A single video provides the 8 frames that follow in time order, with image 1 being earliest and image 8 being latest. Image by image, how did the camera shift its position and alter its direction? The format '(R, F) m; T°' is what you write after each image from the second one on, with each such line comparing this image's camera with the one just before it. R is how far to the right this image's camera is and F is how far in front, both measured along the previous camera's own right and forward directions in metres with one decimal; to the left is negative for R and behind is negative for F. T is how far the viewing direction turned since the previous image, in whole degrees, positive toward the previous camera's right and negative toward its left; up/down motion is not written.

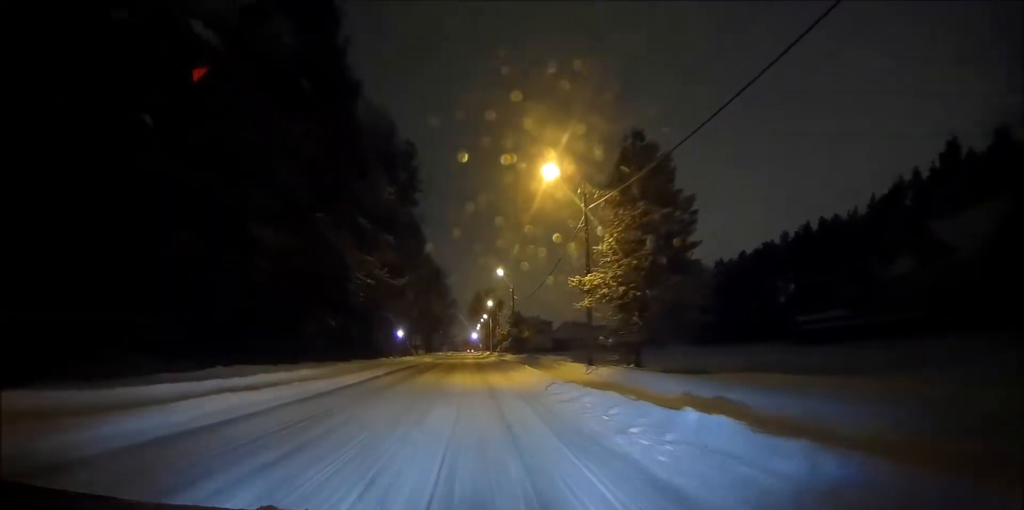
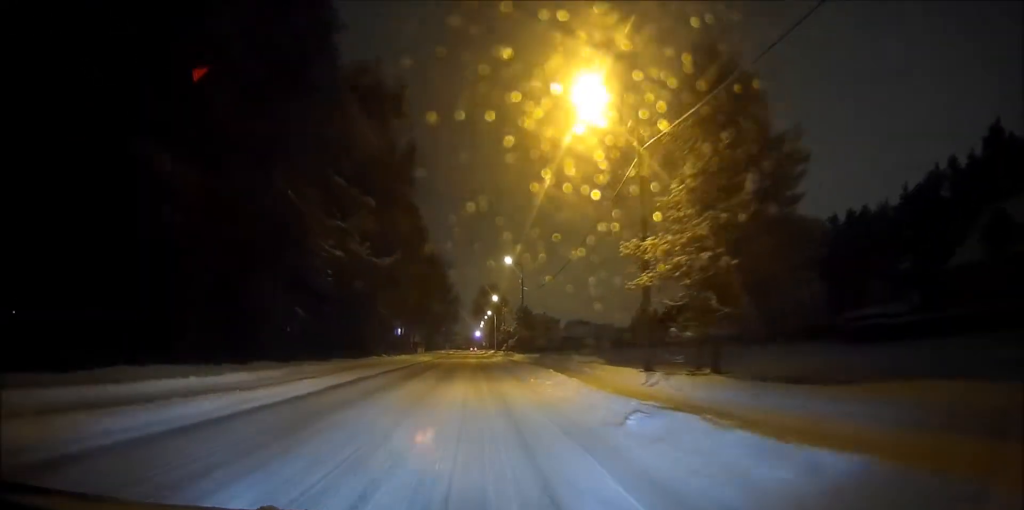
(0.0, +8.4) m; -1°
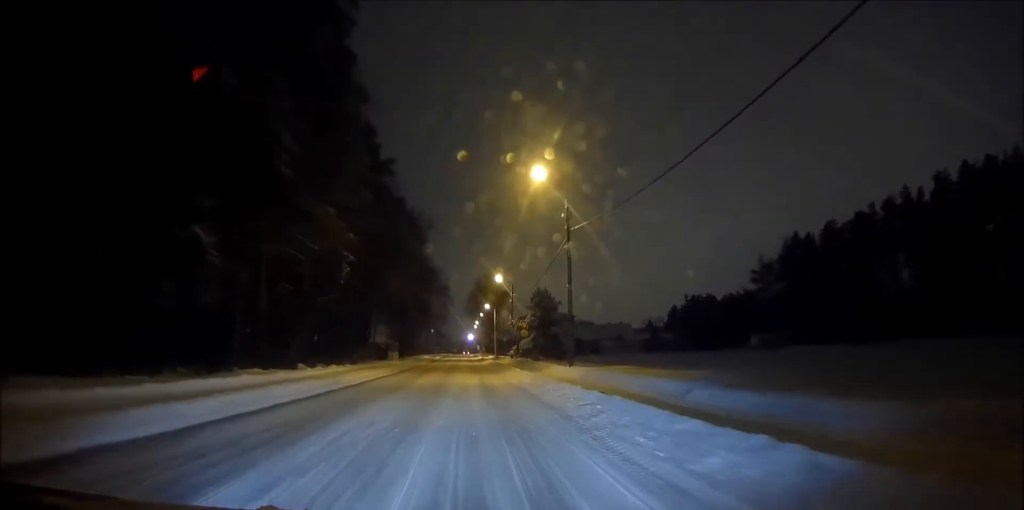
(-1.1, +33.4) m; -1°
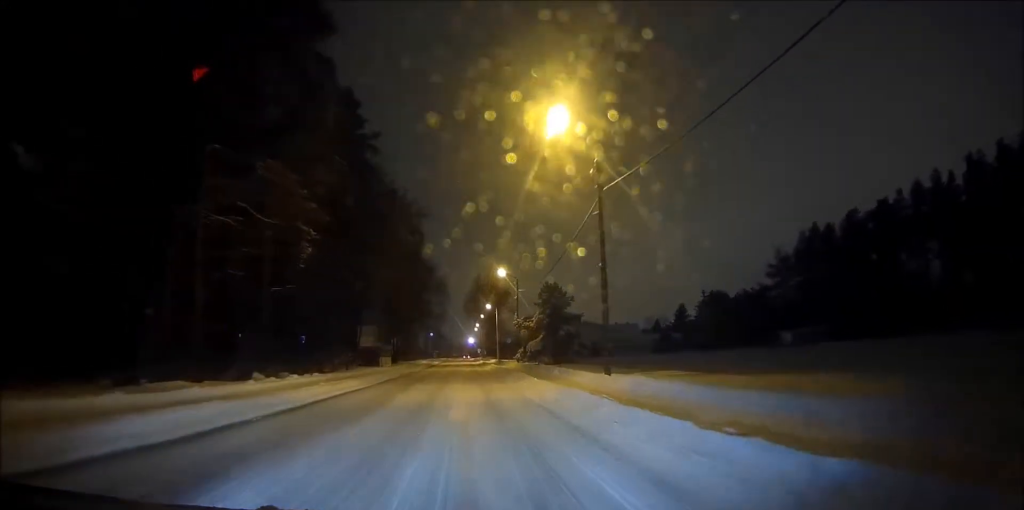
(+0.1, +8.1) m; +1°
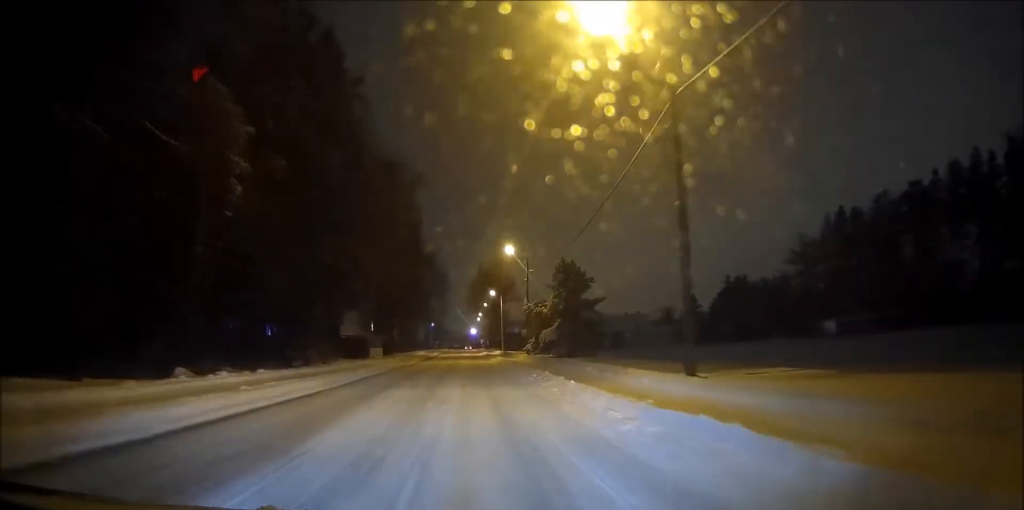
(+0.2, +8.5) m; +1°
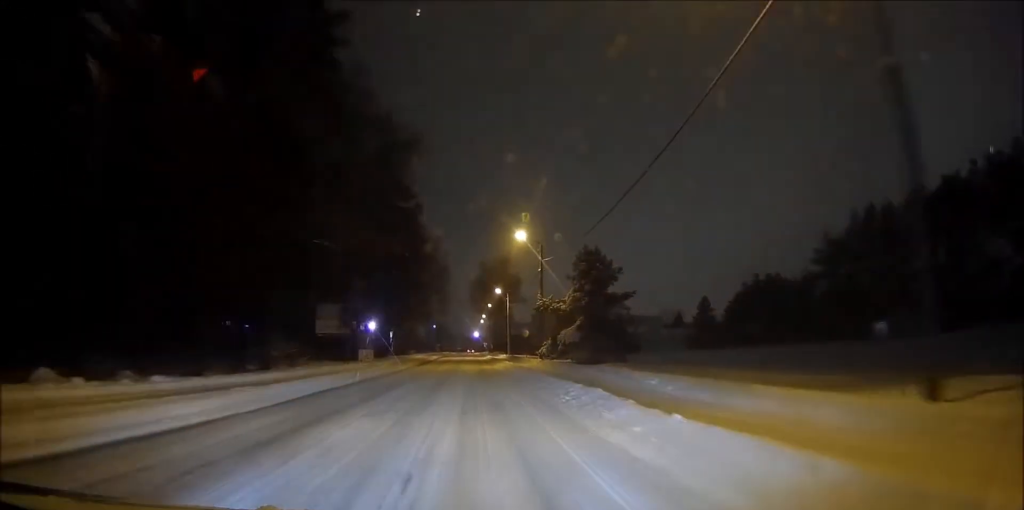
(0.0, +8.1) m; 0°
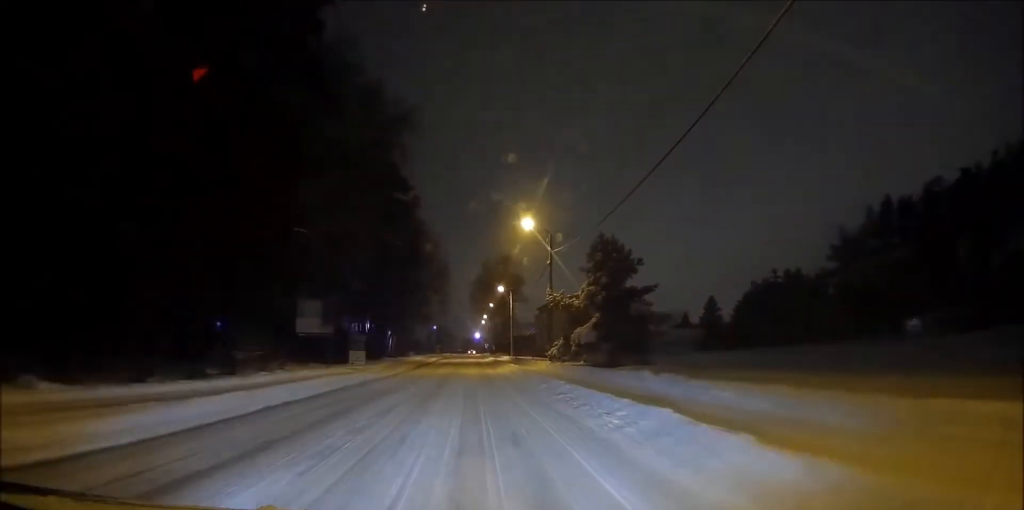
(0.0, +4.6) m; 0°
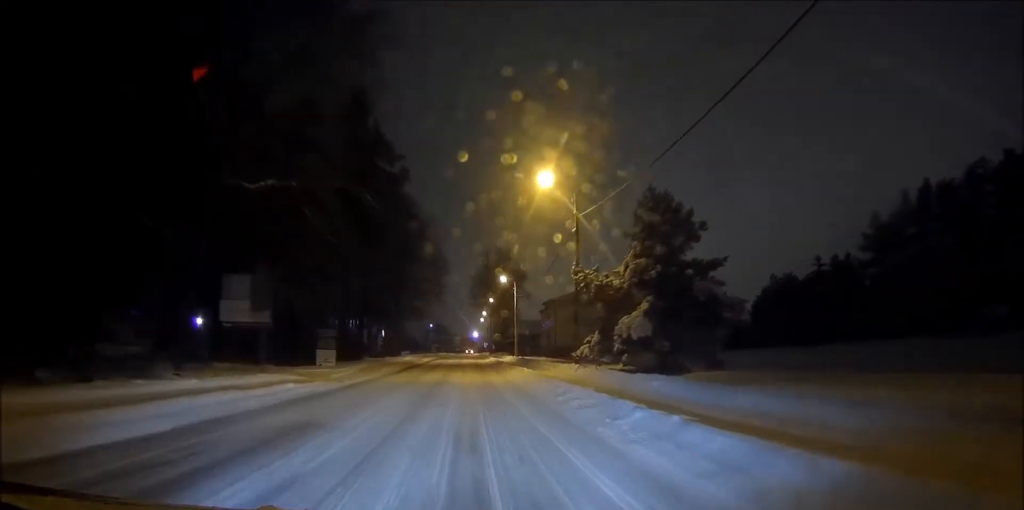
(0.0, +10.5) m; -1°
